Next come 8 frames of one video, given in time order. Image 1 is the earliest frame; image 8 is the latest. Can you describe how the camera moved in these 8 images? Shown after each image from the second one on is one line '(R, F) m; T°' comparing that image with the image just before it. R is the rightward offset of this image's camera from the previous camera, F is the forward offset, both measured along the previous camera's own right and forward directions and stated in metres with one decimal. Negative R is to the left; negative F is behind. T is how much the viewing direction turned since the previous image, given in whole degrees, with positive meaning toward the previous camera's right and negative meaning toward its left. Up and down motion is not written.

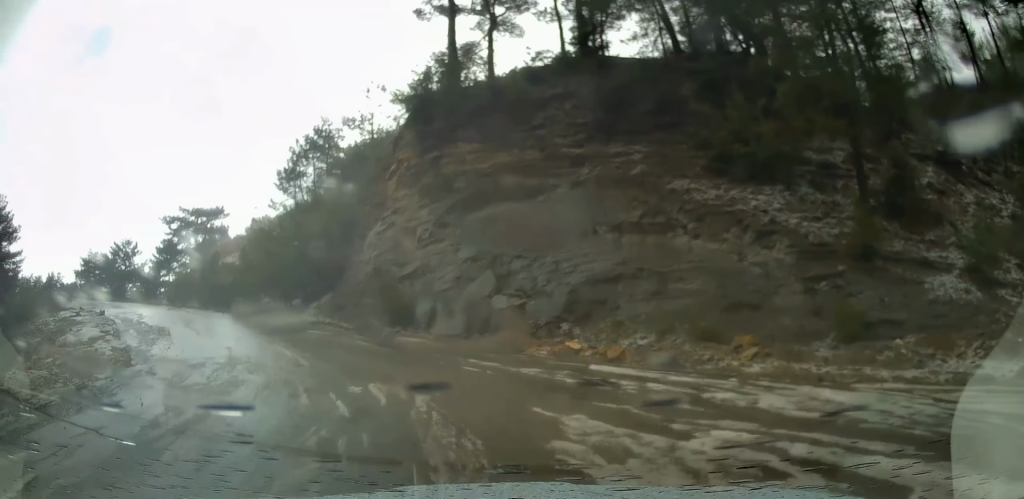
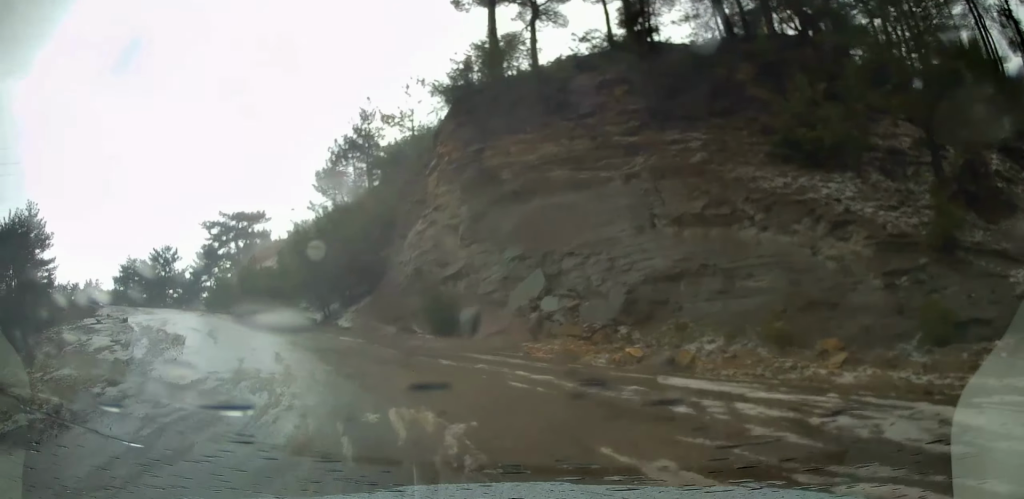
(-0.1, +1.9) m; -8°
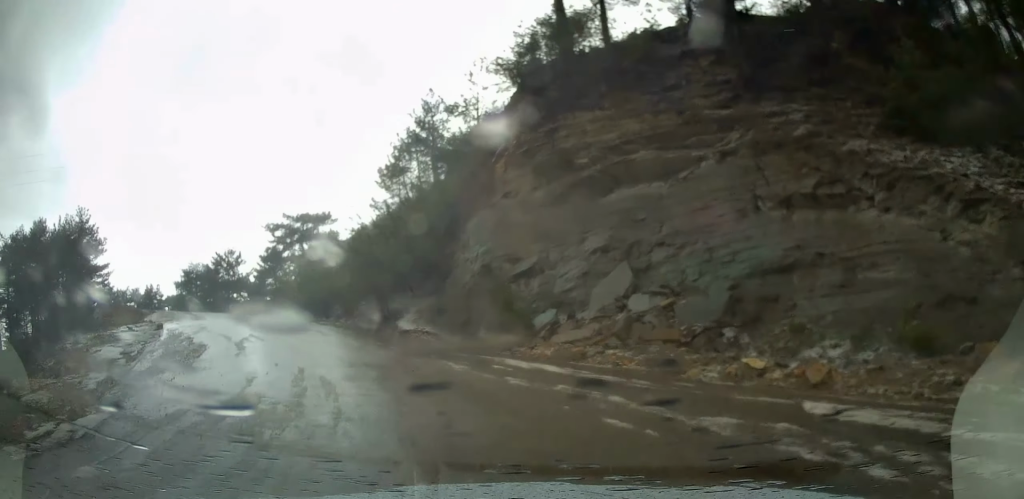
(-0.2, +3.0) m; -14°
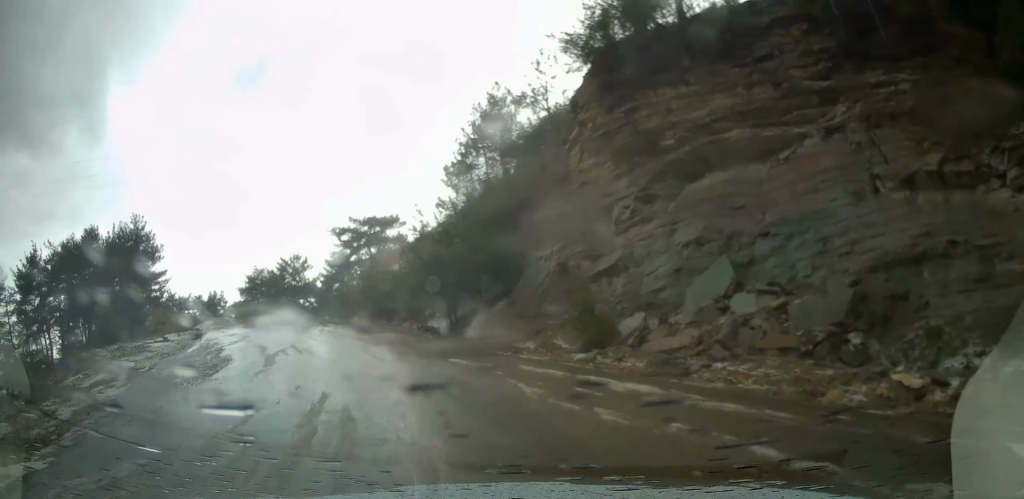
(-0.5, +2.7) m; 0°
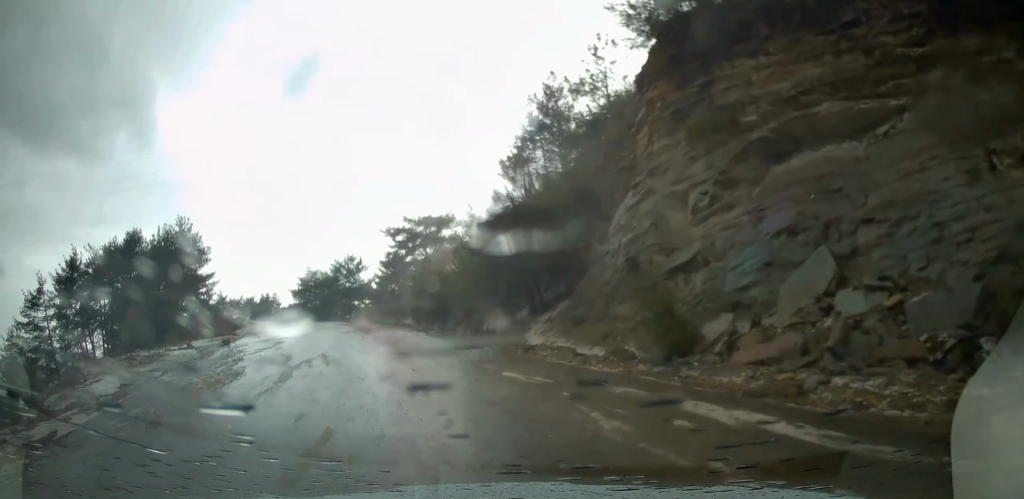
(-0.1, +2.5) m; +2°
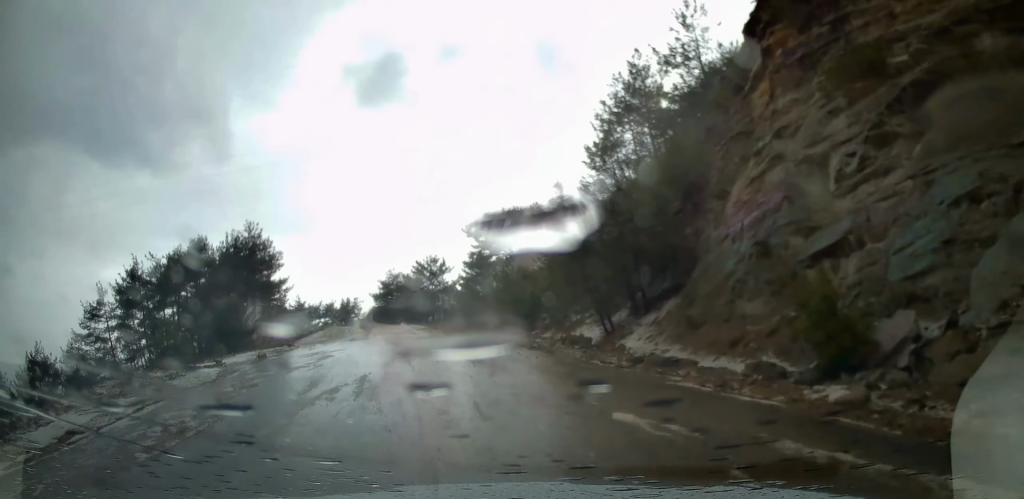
(+0.6, +4.3) m; +3°
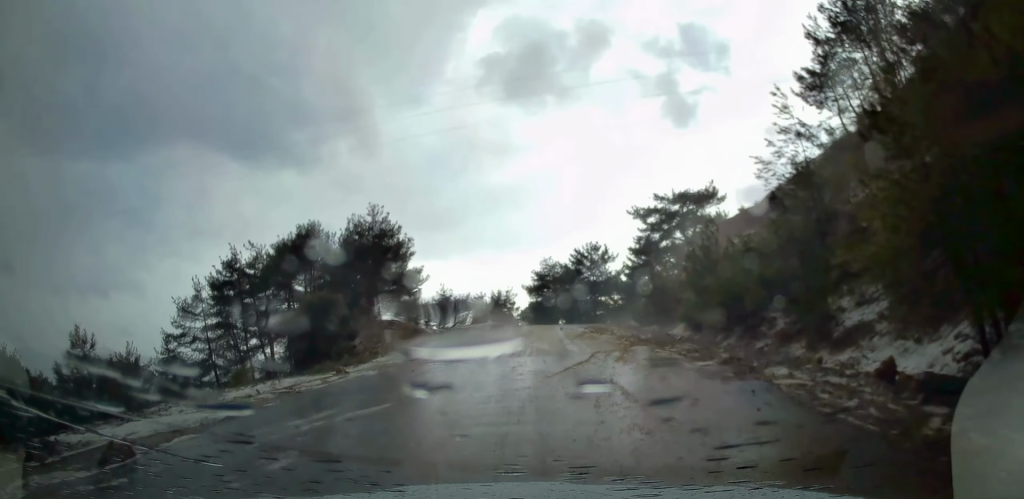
(-3.1, +12.2) m; -22°
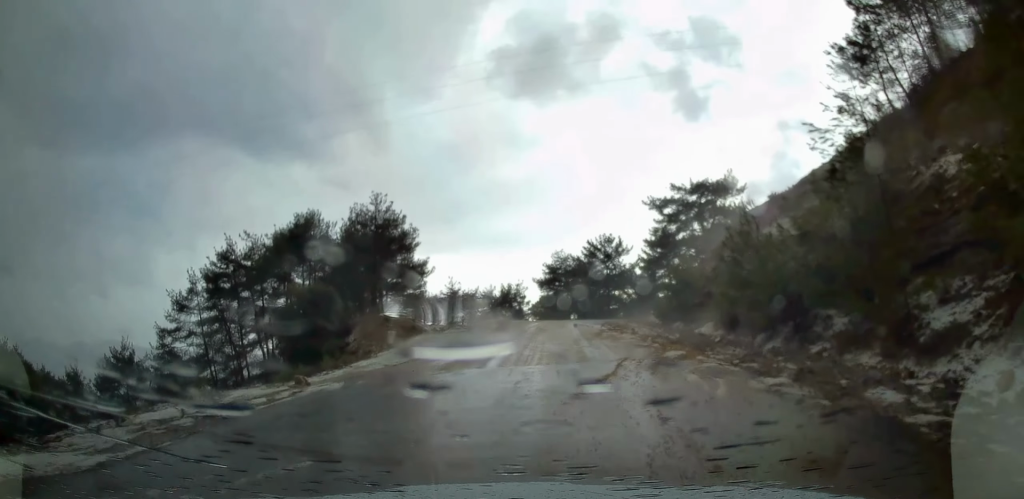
(-0.1, +3.2) m; 0°
